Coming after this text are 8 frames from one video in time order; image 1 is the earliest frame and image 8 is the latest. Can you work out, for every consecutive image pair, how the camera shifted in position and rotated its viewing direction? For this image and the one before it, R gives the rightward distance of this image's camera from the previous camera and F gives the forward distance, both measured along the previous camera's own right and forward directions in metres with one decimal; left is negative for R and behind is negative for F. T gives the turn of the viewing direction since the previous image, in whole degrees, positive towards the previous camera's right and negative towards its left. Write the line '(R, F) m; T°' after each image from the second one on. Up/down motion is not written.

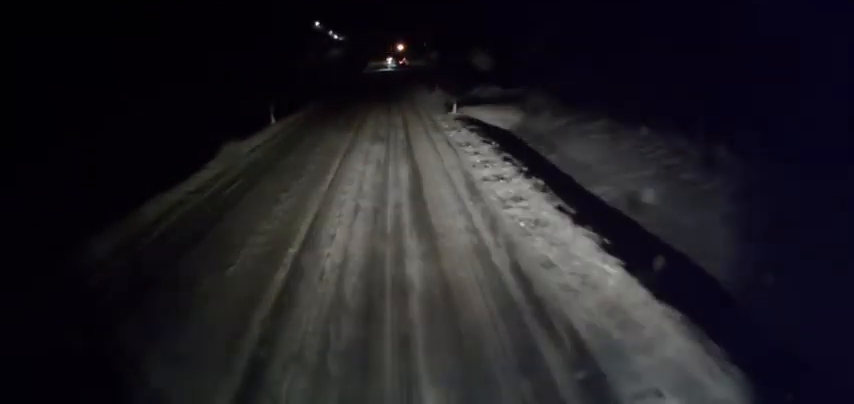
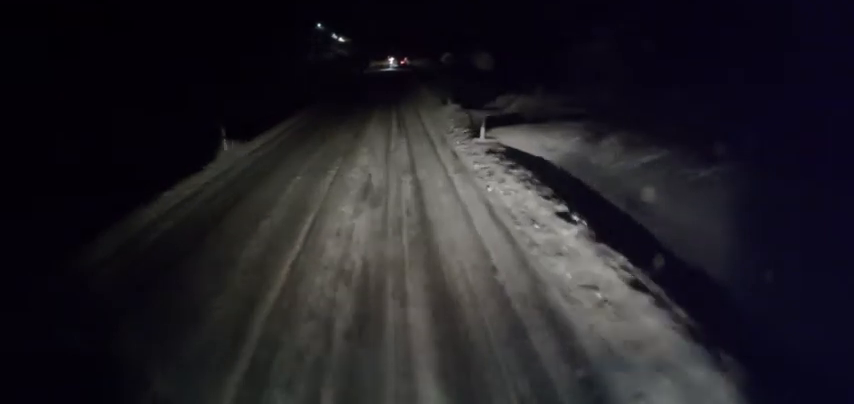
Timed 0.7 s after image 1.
(-0.4, +6.5) m; 0°
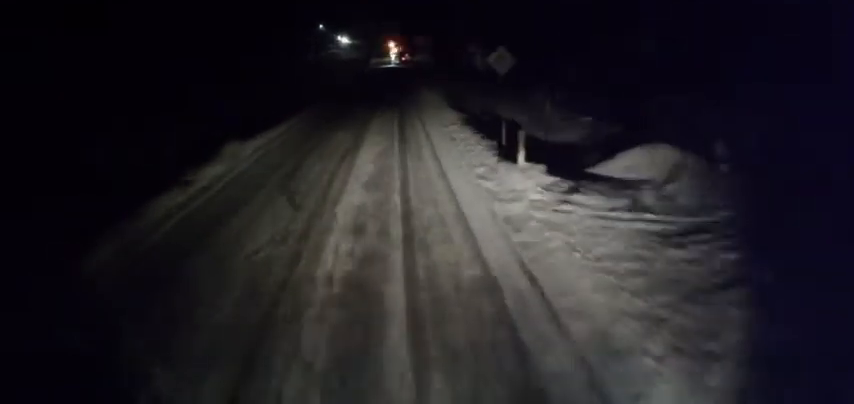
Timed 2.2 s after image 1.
(+0.4, +13.9) m; +2°
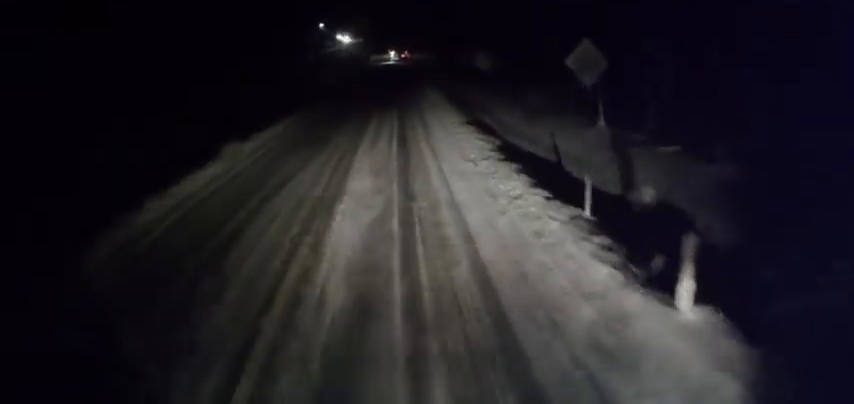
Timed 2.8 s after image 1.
(-0.2, +6.3) m; 0°
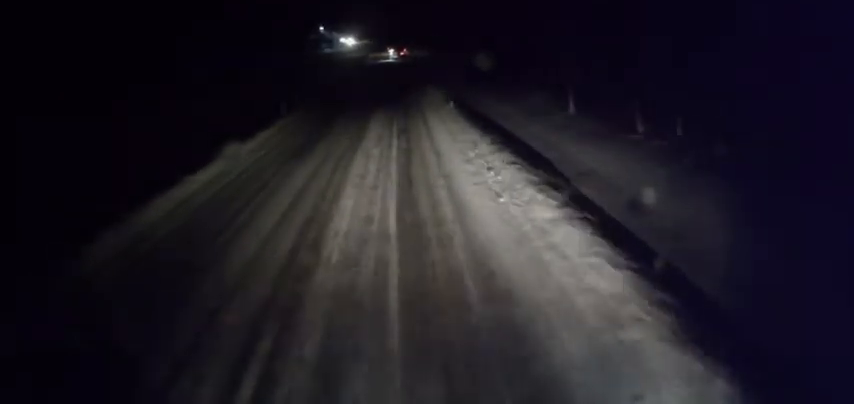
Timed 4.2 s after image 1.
(0.0, +14.1) m; -2°
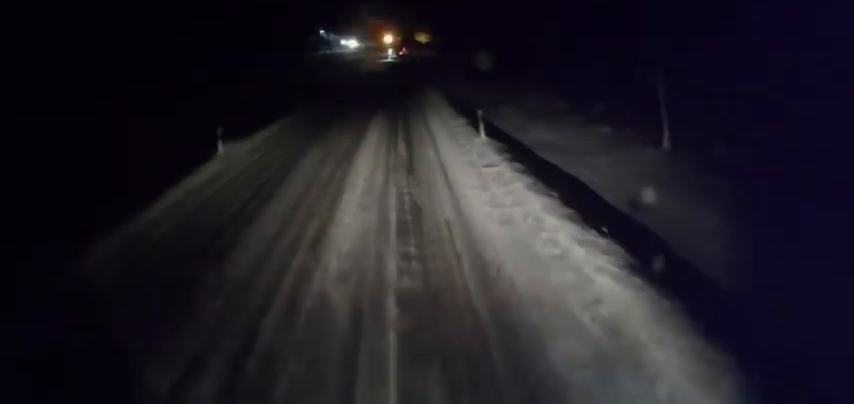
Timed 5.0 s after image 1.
(-0.5, +8.3) m; 0°
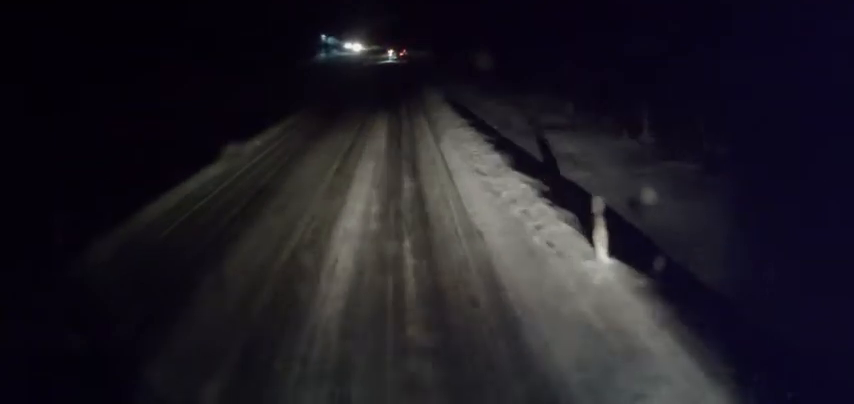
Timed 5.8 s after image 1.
(+0.4, +8.4) m; 0°
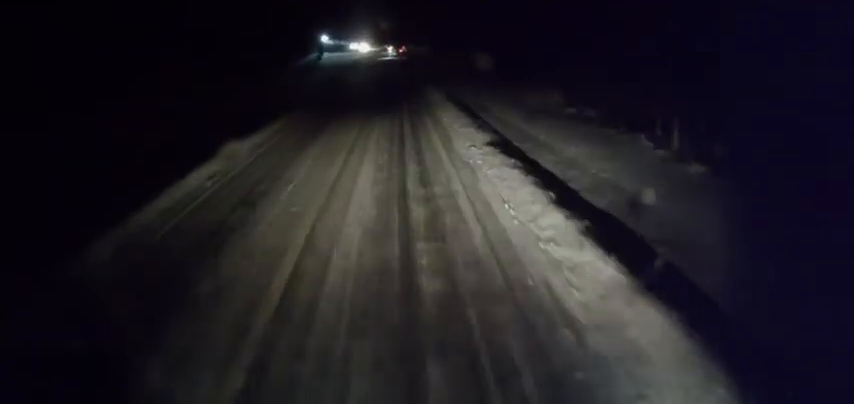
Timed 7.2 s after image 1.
(-0.5, +14.6) m; -1°
